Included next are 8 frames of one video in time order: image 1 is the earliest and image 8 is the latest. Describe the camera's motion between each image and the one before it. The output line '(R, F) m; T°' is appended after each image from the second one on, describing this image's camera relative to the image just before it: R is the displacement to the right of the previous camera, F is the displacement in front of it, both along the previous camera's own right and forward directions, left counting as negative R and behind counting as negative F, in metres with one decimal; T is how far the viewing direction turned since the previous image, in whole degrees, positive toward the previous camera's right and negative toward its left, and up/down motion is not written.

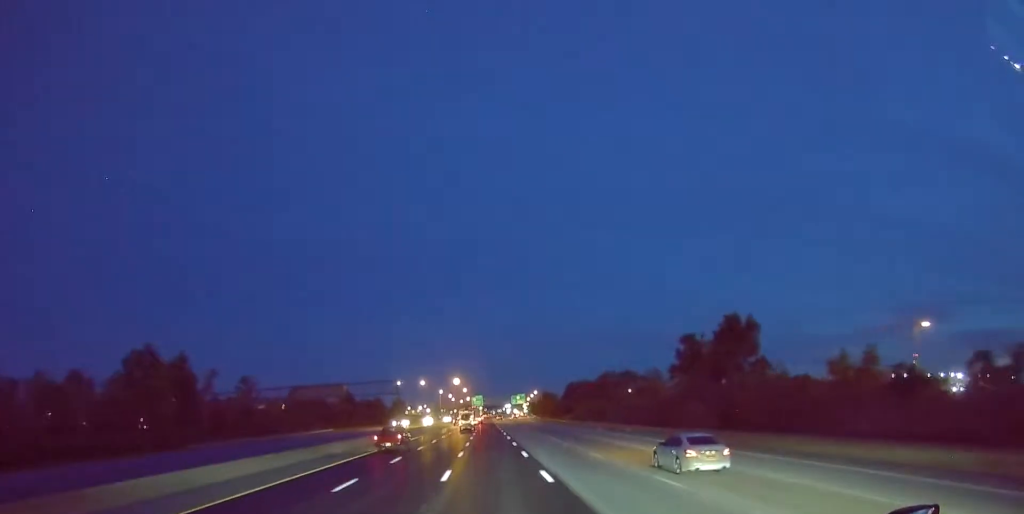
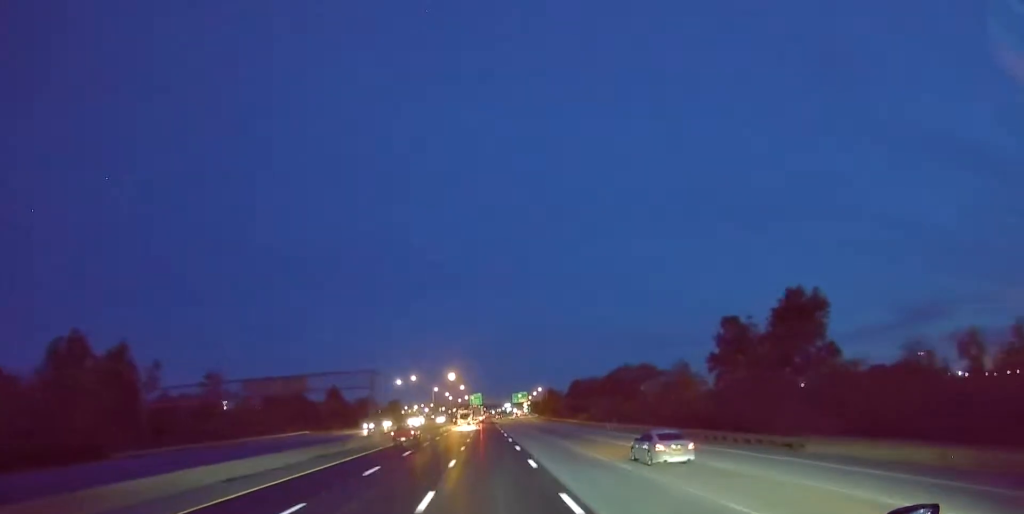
(-0.2, +19.1) m; +1°
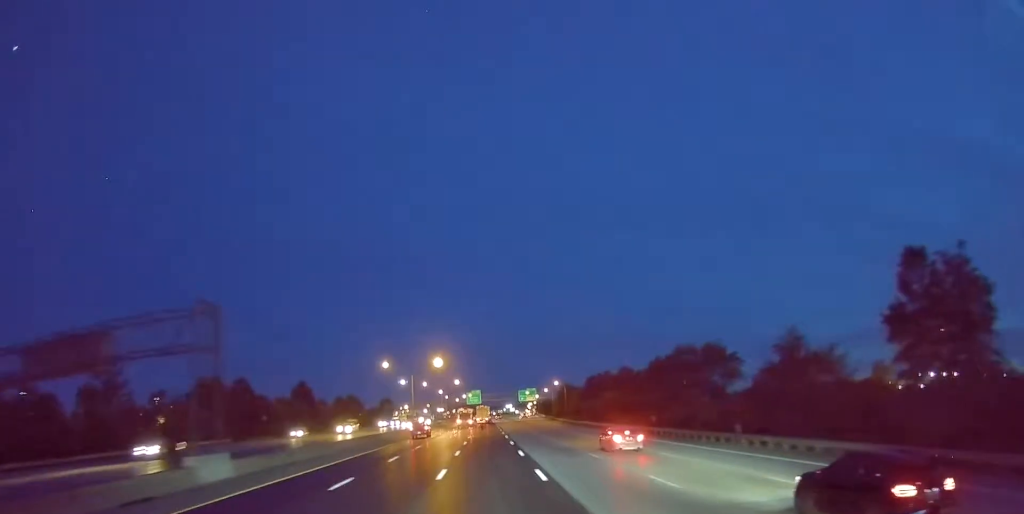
(+0.7, +44.0) m; 0°
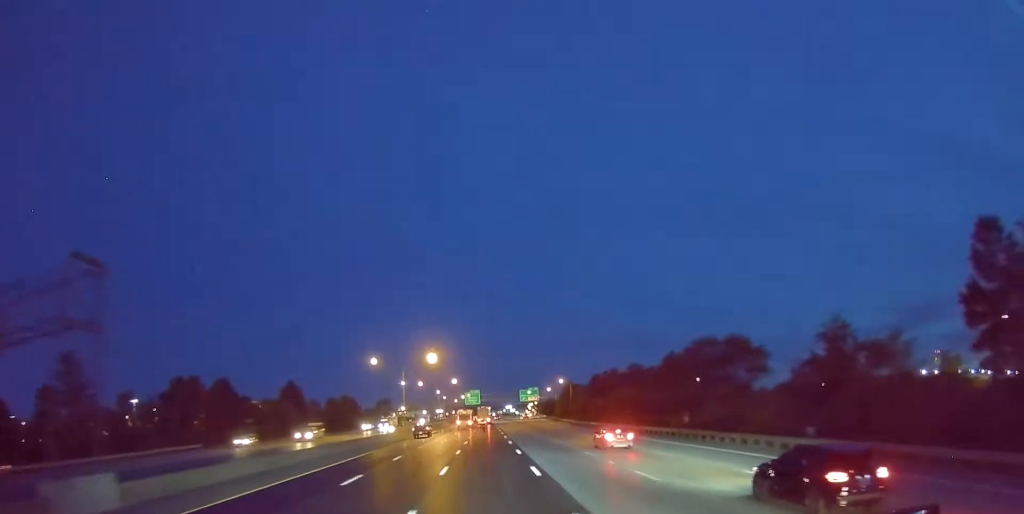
(-0.3, +11.0) m; -1°
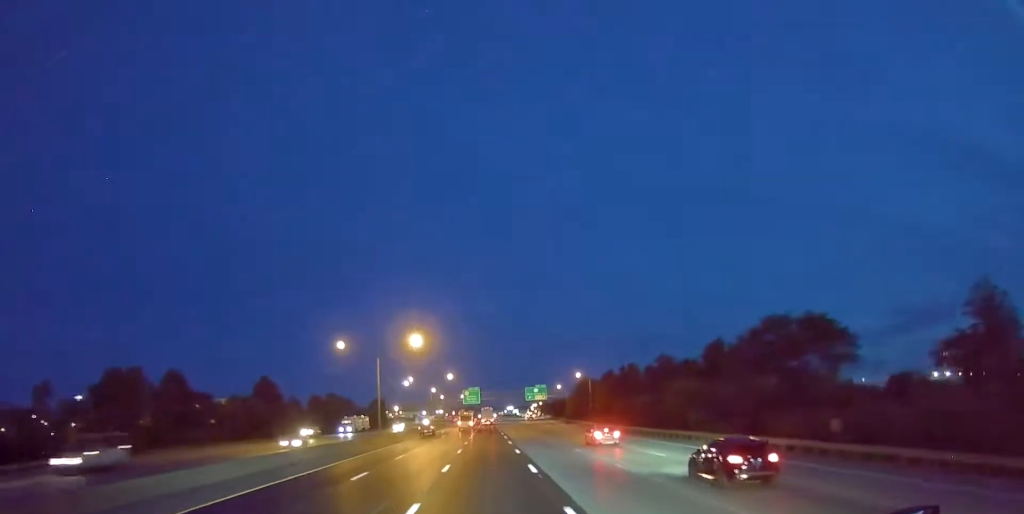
(-0.1, +24.1) m; 0°
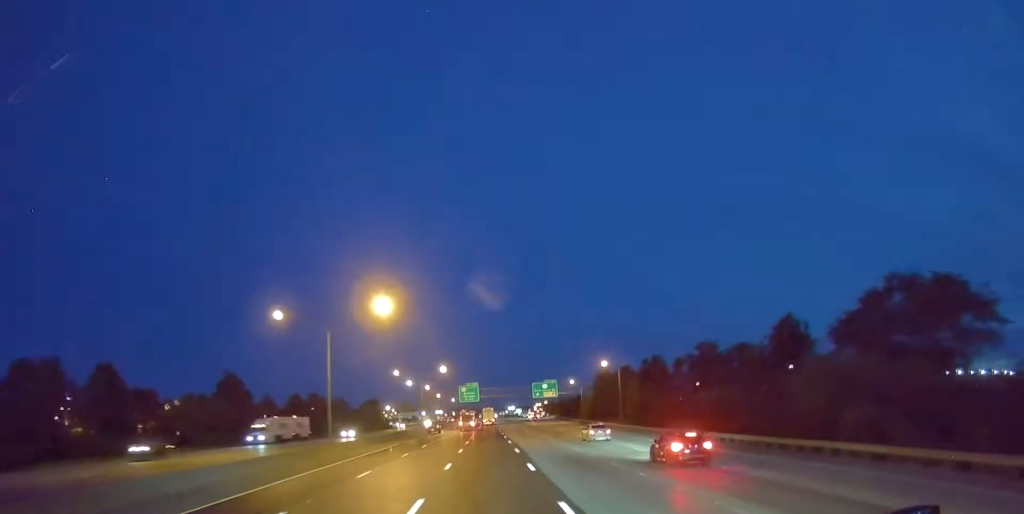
(+0.1, +25.3) m; 0°
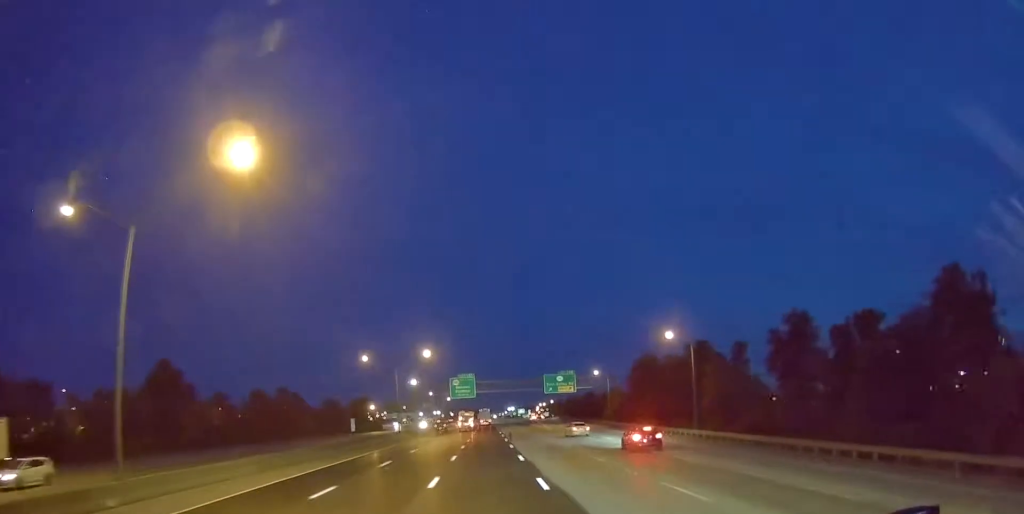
(+0.1, +31.5) m; +2°
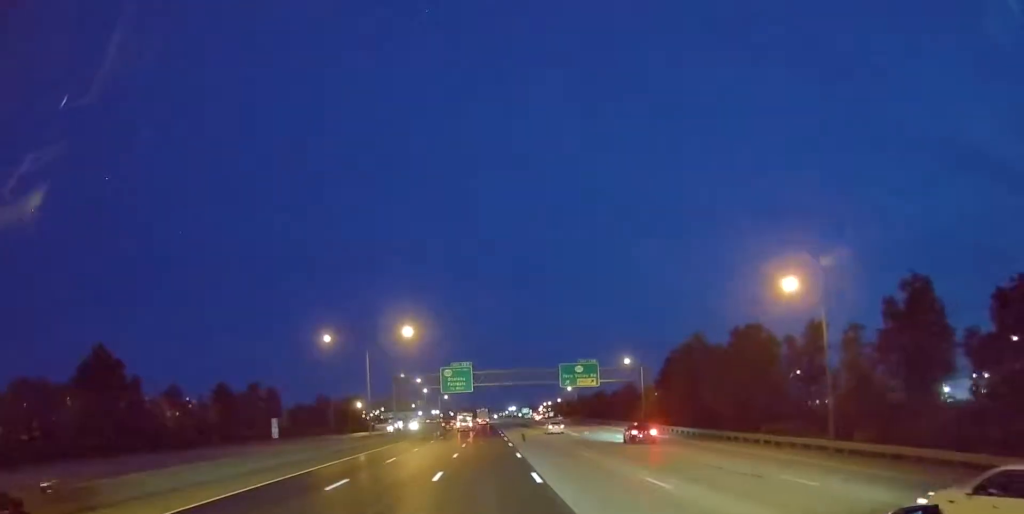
(+0.4, +23.9) m; -1°
